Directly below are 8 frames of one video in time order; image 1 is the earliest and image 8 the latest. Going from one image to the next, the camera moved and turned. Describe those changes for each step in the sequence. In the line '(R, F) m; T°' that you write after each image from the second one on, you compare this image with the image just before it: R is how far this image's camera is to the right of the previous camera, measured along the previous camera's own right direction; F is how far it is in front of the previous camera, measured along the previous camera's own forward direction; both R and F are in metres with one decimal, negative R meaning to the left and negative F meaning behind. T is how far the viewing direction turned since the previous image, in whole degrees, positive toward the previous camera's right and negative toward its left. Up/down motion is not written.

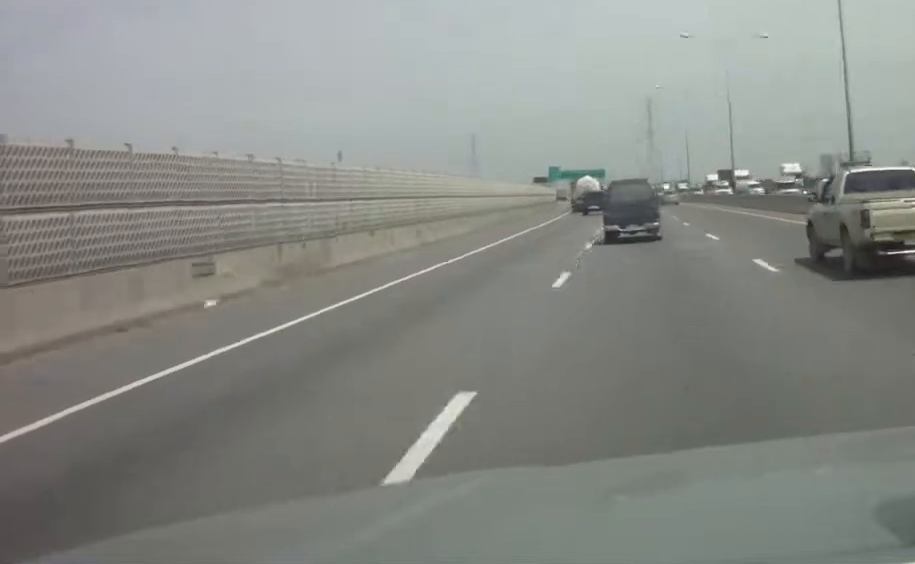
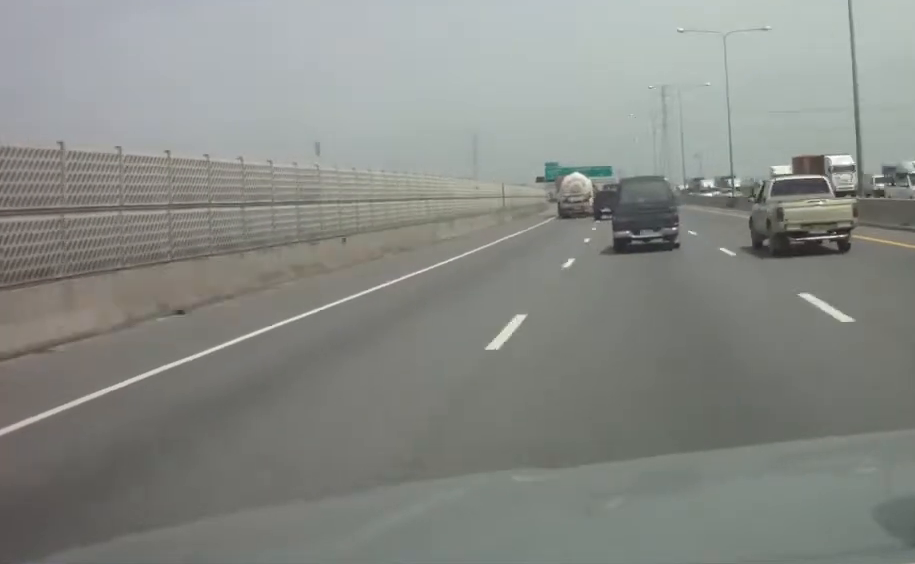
(-0.2, +41.9) m; -1°
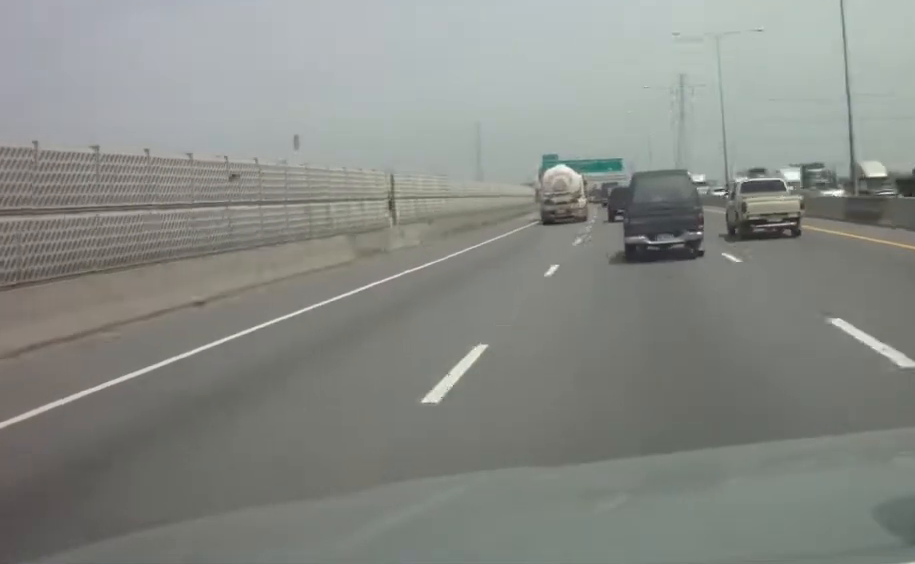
(-0.1, +38.4) m; -1°
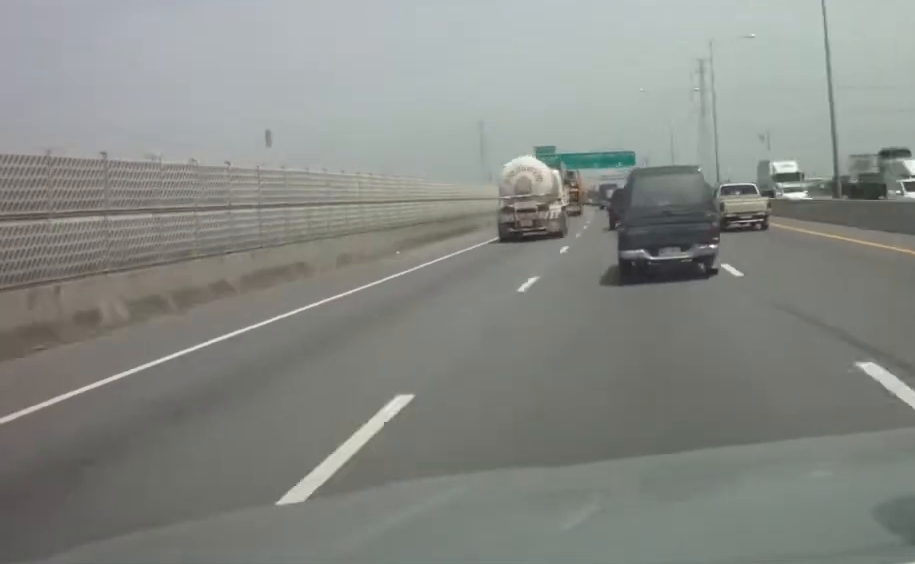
(-0.5, +37.2) m; -1°
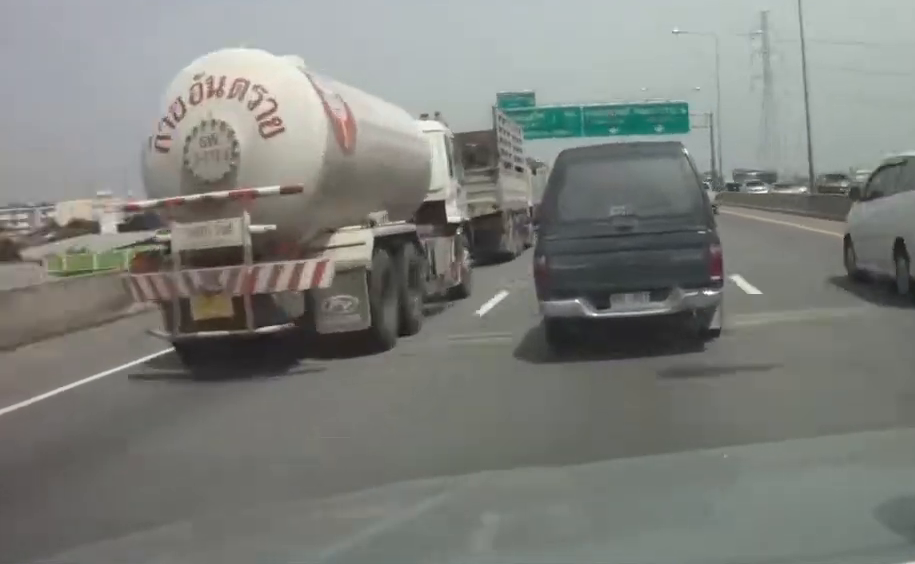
(-1.2, +74.6) m; -2°
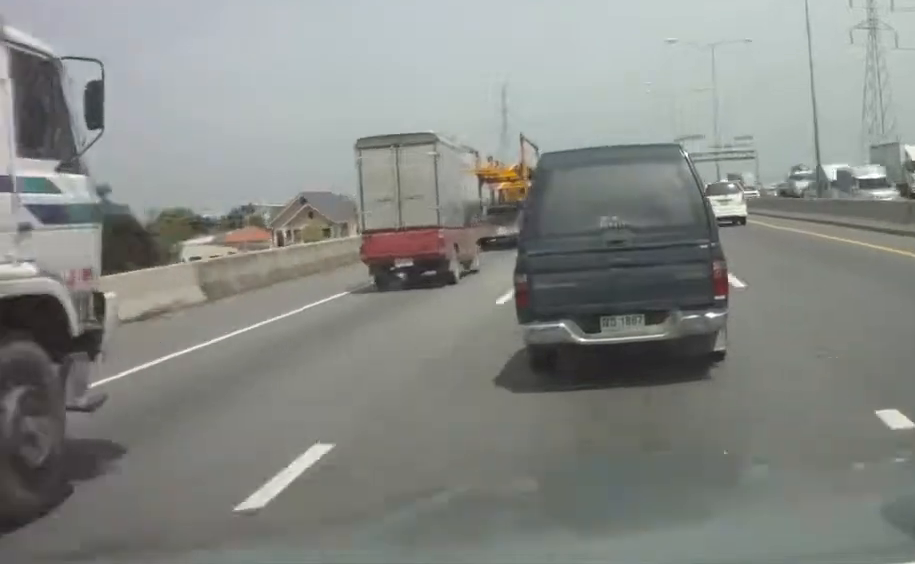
(-1.4, +83.9) m; -2°
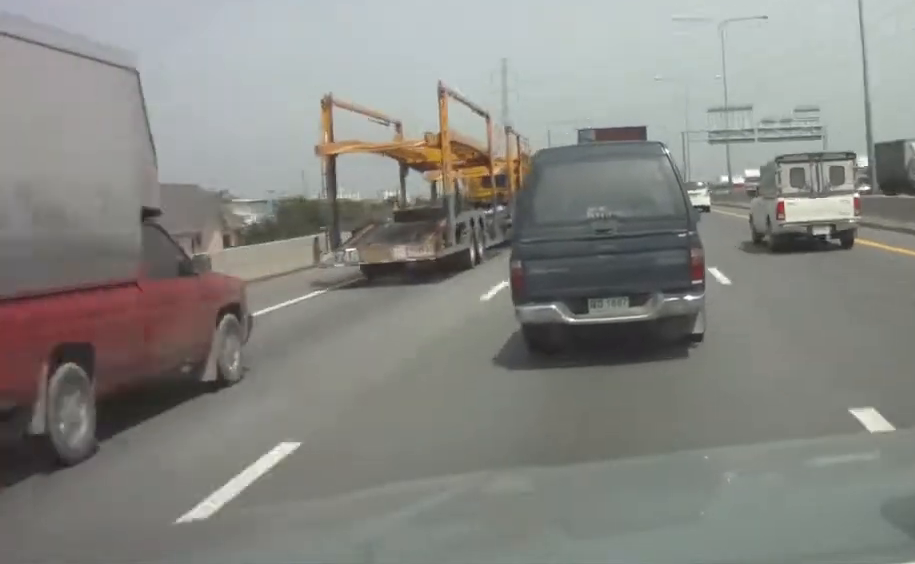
(-0.5, +47.6) m; -1°
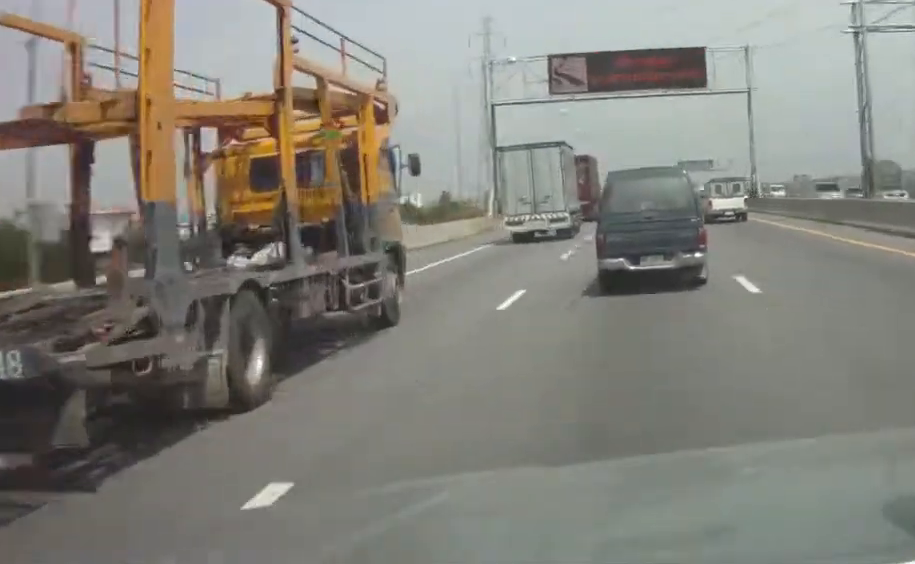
(-0.9, +85.5) m; -1°
